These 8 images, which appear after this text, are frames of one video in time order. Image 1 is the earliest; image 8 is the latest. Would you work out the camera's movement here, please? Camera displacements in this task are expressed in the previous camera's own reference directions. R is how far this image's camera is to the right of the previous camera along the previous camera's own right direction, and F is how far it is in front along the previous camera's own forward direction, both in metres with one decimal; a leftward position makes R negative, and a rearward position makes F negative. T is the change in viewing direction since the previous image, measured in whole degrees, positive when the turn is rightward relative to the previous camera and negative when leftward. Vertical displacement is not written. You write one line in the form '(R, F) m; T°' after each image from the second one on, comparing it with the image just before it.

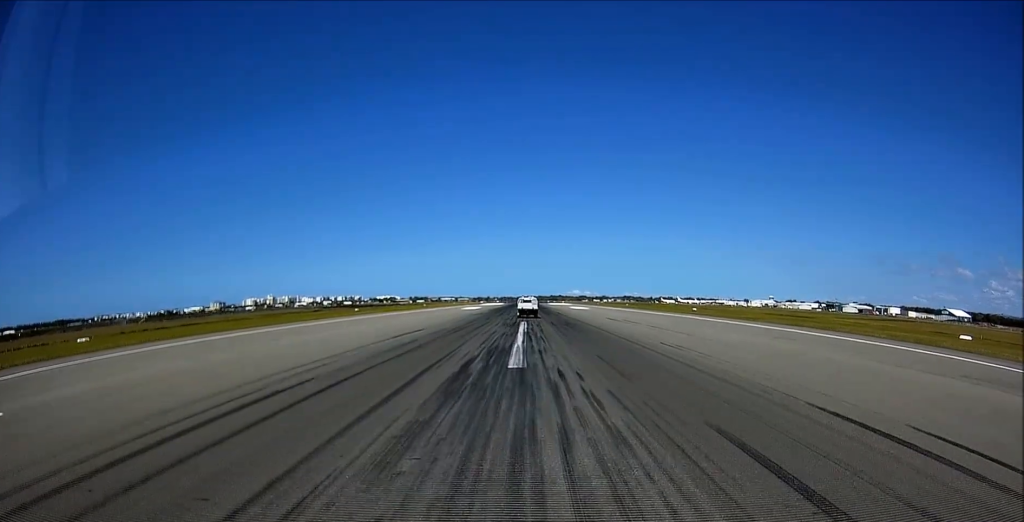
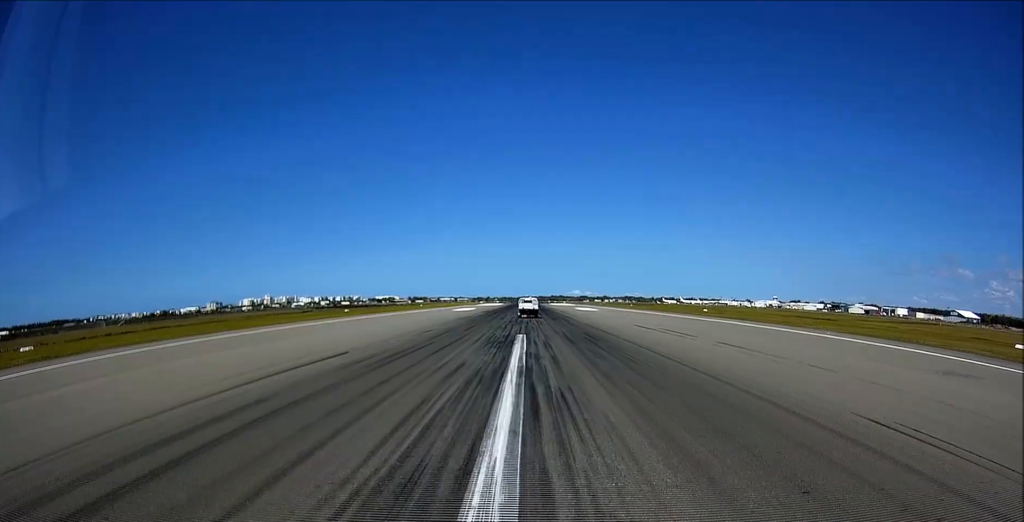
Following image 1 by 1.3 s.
(0.0, +16.5) m; 0°
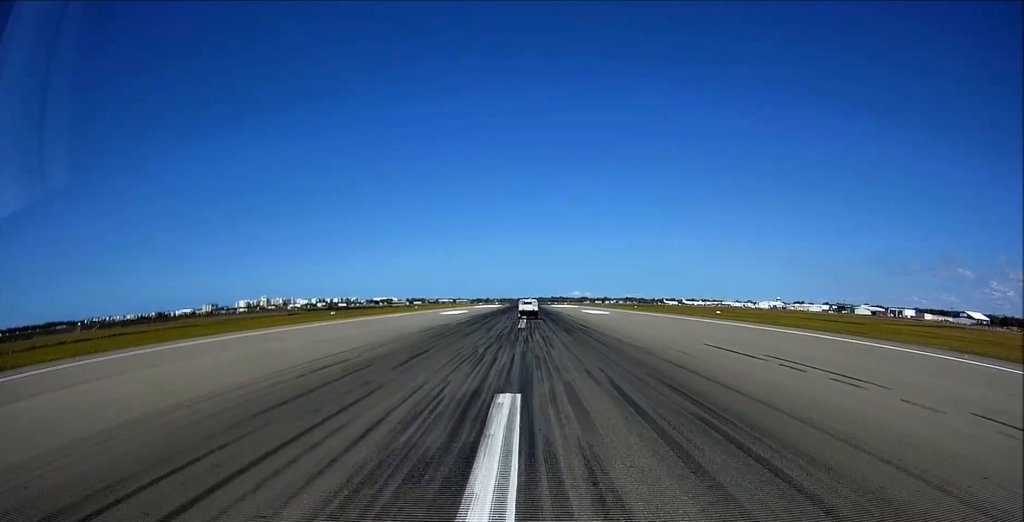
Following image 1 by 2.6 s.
(0.0, +17.3) m; 0°
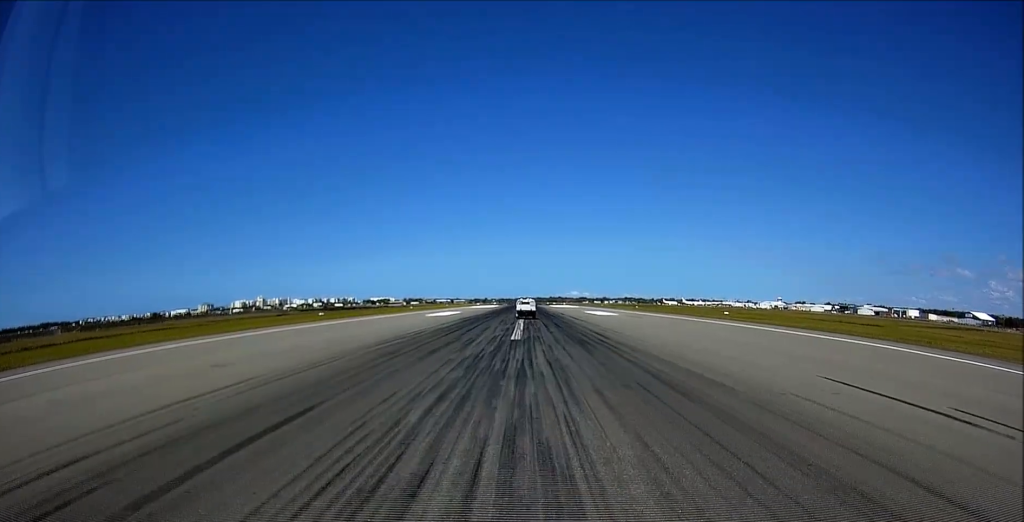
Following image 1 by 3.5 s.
(0.0, +13.0) m; 0°
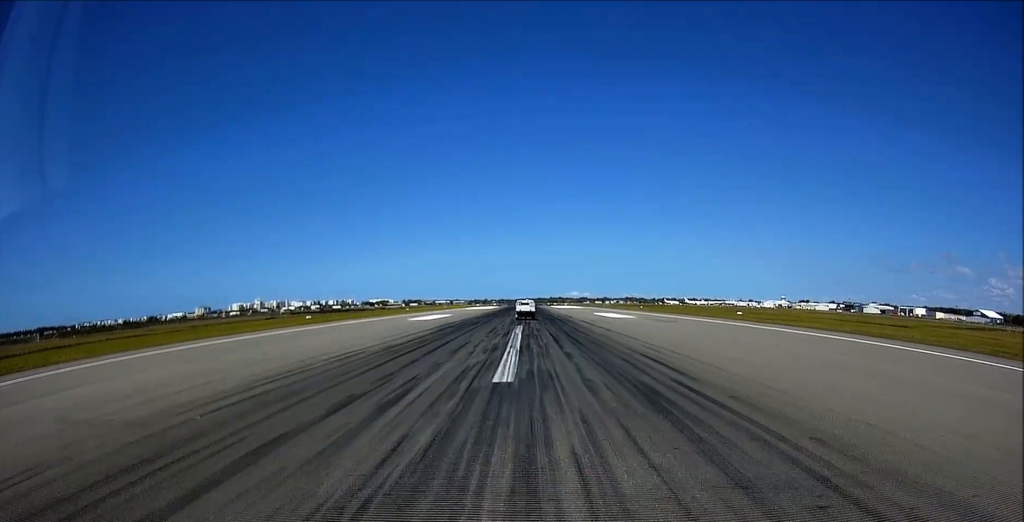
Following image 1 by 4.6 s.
(0.0, +15.1) m; 0°
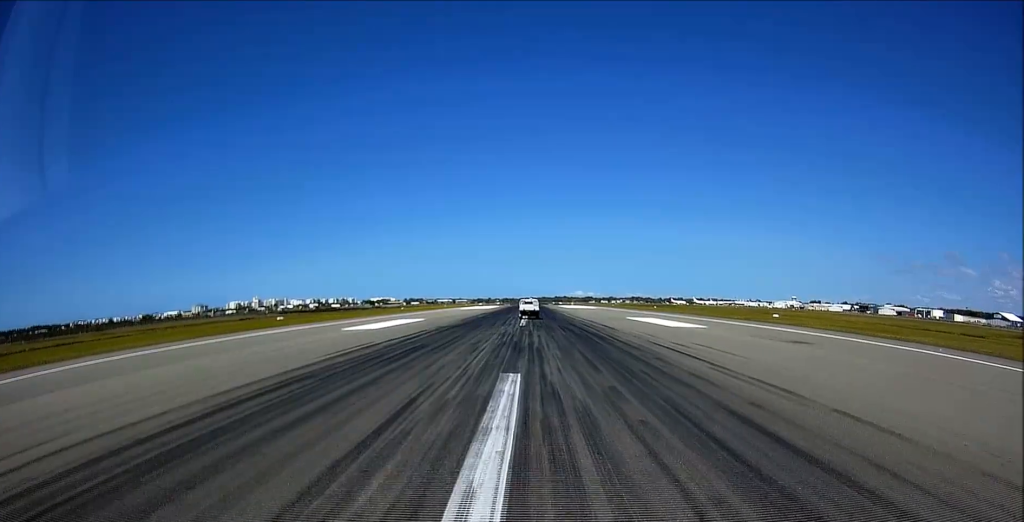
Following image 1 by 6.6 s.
(0.0, +27.7) m; 0°
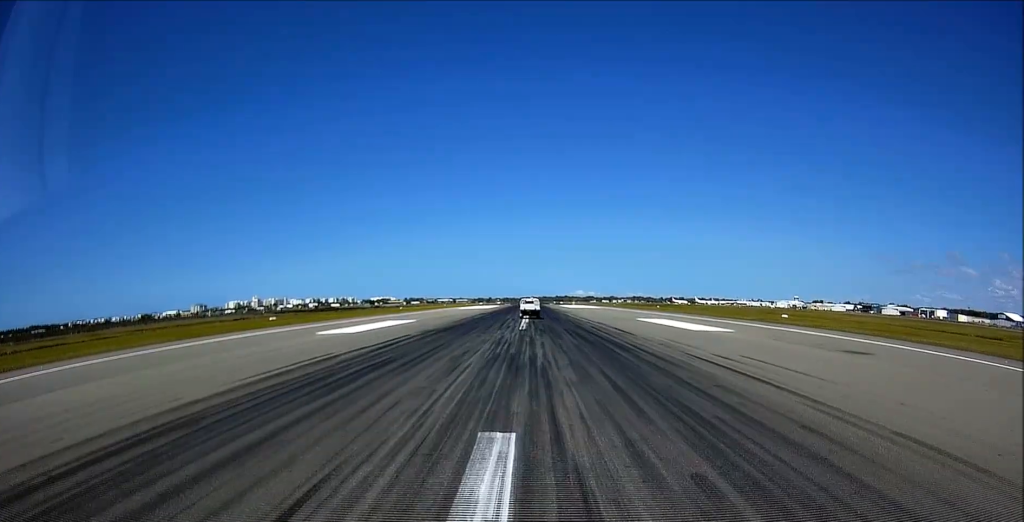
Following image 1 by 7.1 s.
(-0.1, +7.1) m; 0°
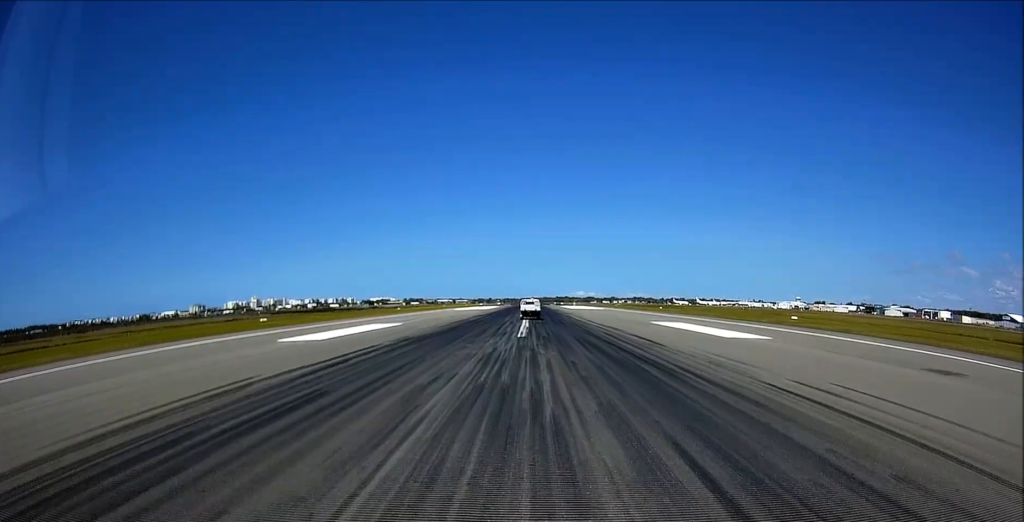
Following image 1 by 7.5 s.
(0.0, +7.6) m; 0°
